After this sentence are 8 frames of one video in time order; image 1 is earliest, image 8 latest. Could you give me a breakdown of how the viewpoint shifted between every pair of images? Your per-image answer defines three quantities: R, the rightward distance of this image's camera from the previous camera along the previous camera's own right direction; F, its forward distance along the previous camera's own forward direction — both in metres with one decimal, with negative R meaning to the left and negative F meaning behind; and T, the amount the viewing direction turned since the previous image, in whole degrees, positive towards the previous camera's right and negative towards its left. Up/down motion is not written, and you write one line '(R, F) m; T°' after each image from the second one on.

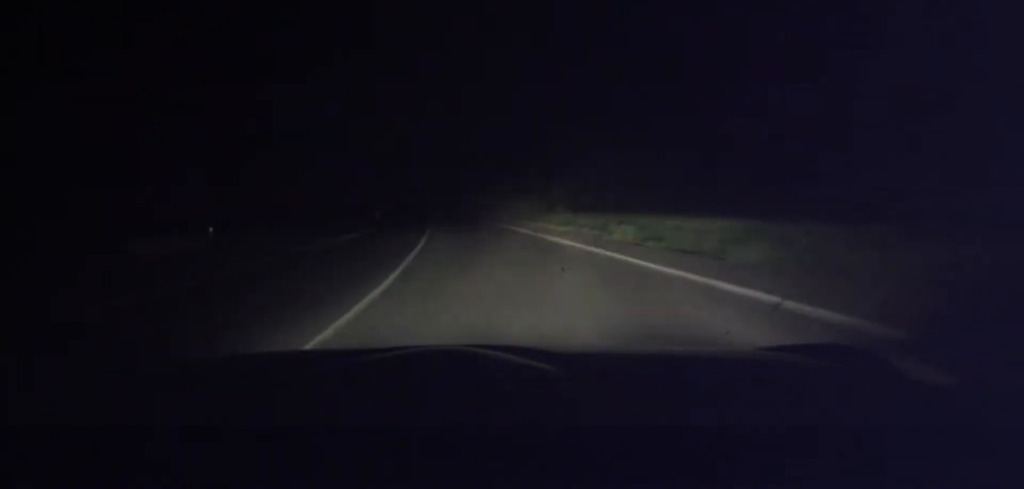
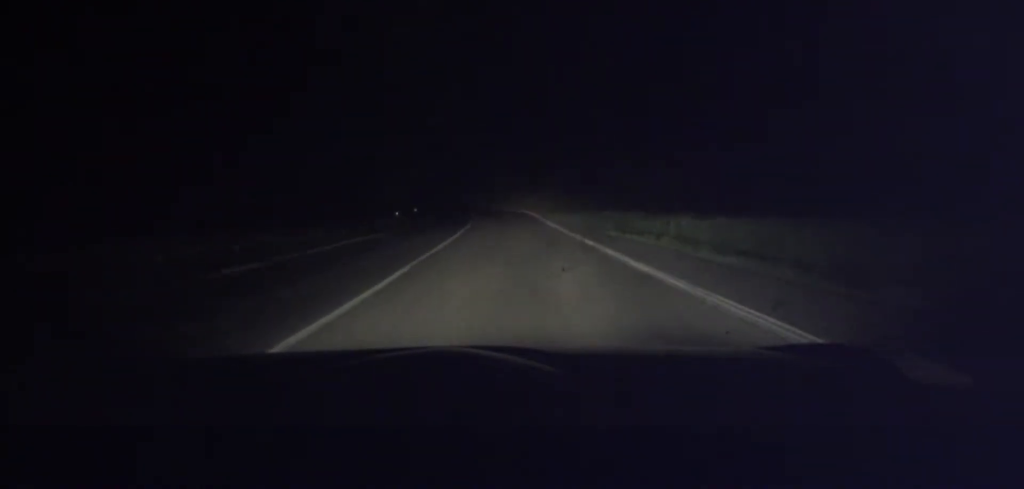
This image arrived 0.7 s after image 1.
(-2.0, +16.3) m; -13°
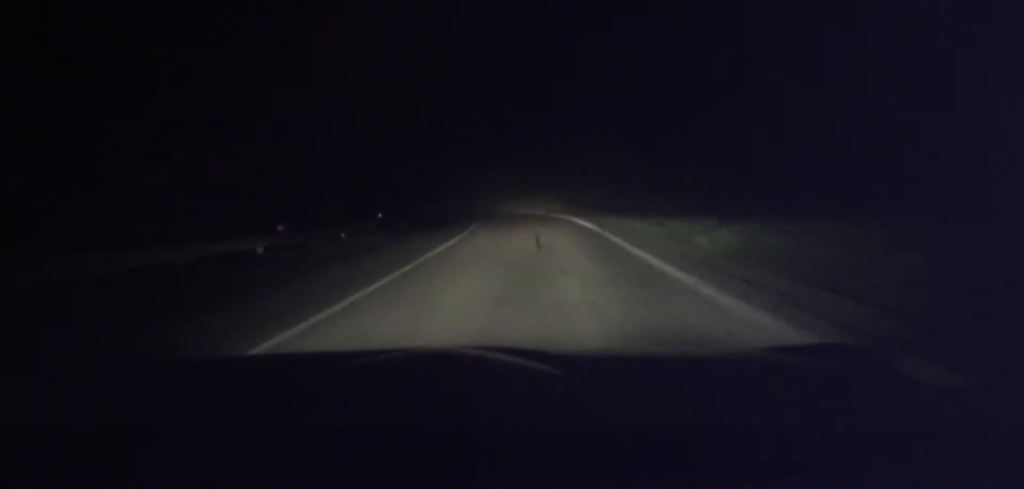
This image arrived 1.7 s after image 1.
(-3.7, +21.3) m; -16°
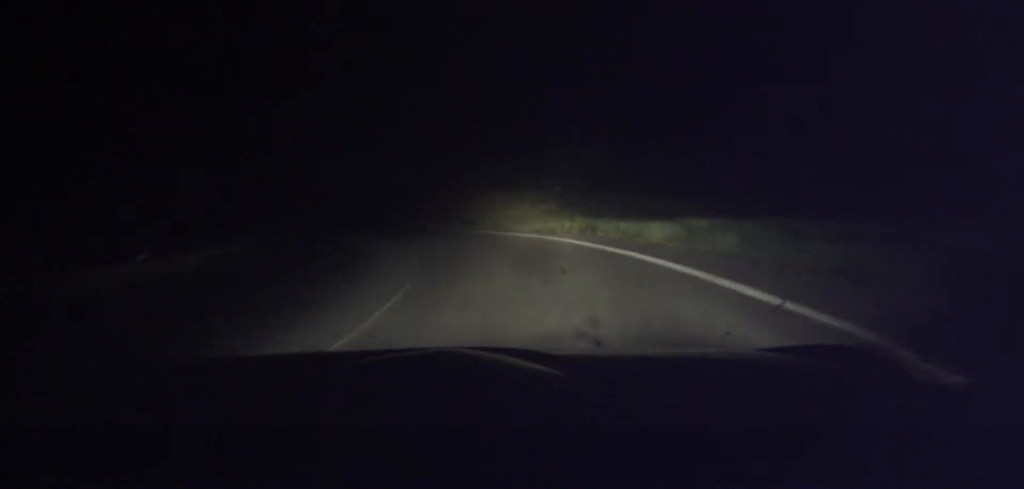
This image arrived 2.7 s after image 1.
(-2.6, +21.8) m; -15°
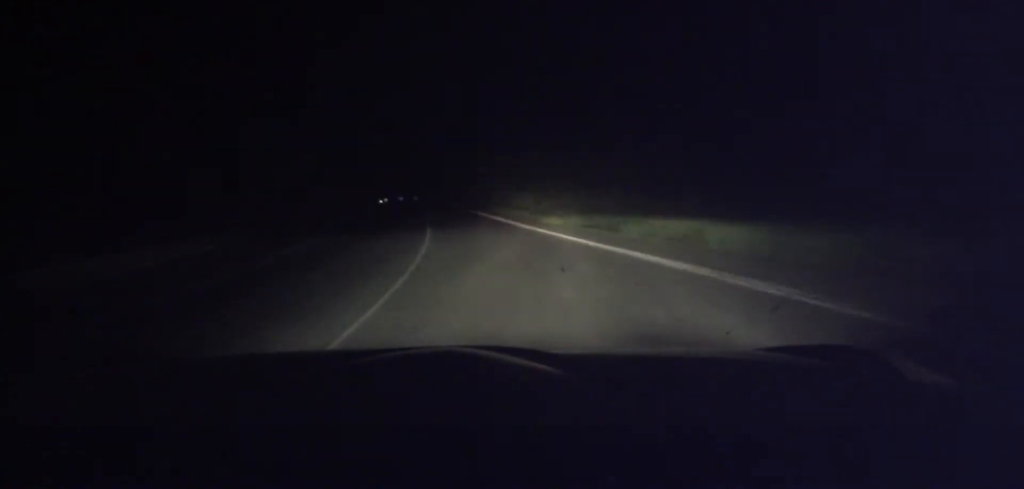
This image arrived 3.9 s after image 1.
(-4.9, +28.6) m; -19°
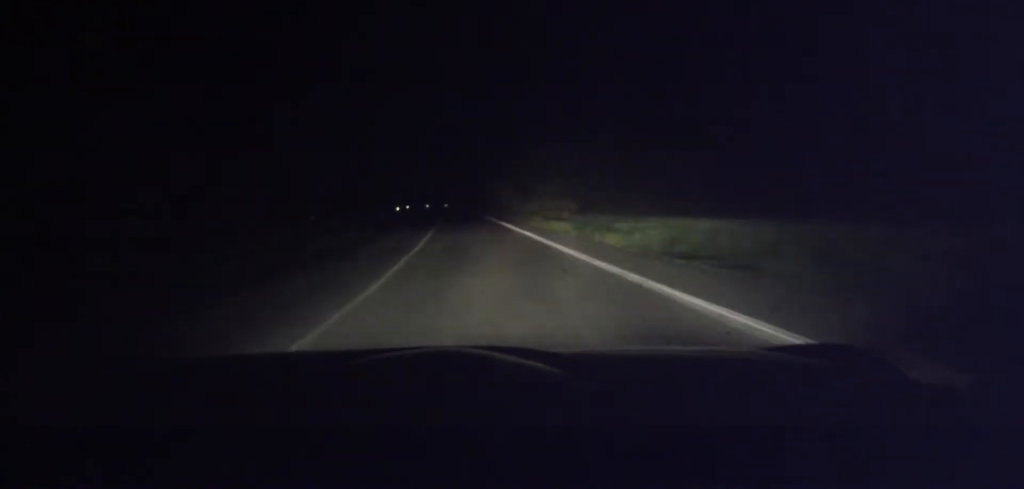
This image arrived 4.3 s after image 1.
(-0.9, +9.9) m; -5°
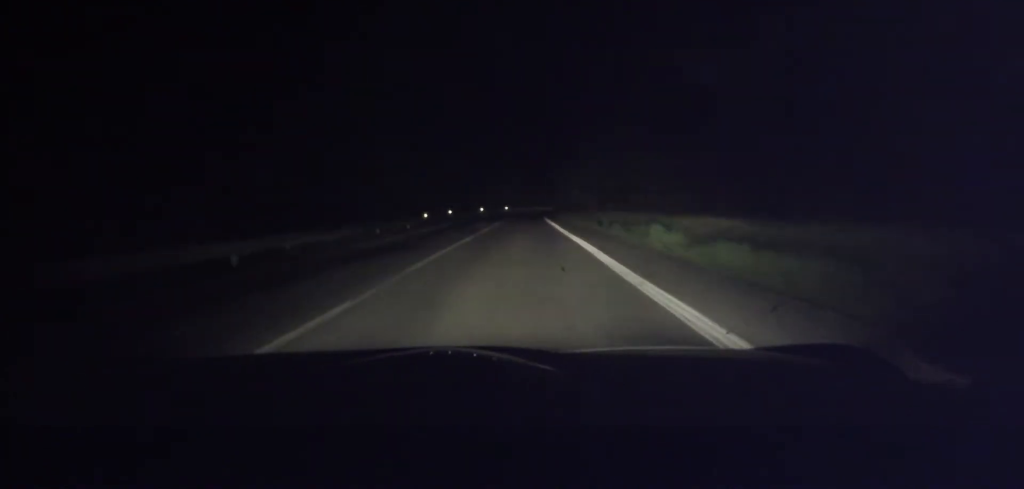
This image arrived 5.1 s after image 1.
(-1.2, +19.3) m; -9°
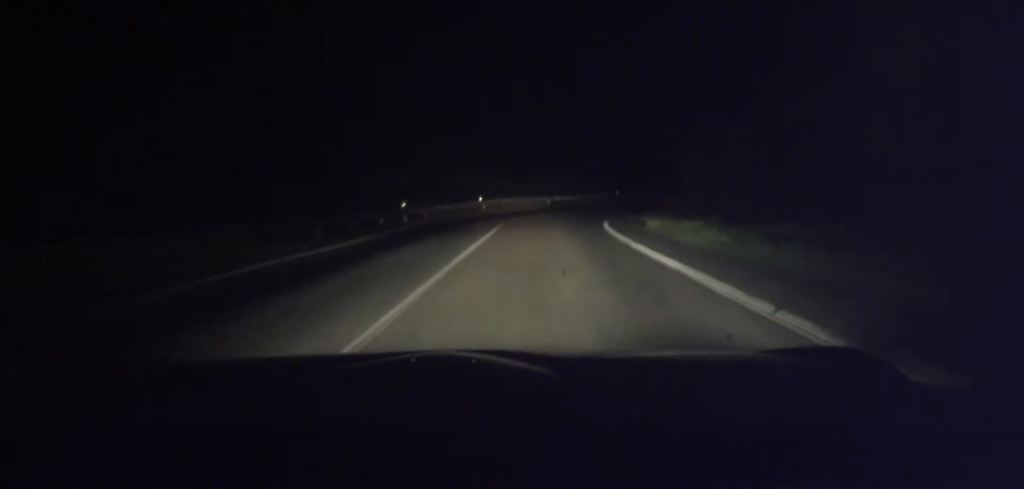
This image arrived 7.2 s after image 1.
(-7.7, +55.4) m; -11°
